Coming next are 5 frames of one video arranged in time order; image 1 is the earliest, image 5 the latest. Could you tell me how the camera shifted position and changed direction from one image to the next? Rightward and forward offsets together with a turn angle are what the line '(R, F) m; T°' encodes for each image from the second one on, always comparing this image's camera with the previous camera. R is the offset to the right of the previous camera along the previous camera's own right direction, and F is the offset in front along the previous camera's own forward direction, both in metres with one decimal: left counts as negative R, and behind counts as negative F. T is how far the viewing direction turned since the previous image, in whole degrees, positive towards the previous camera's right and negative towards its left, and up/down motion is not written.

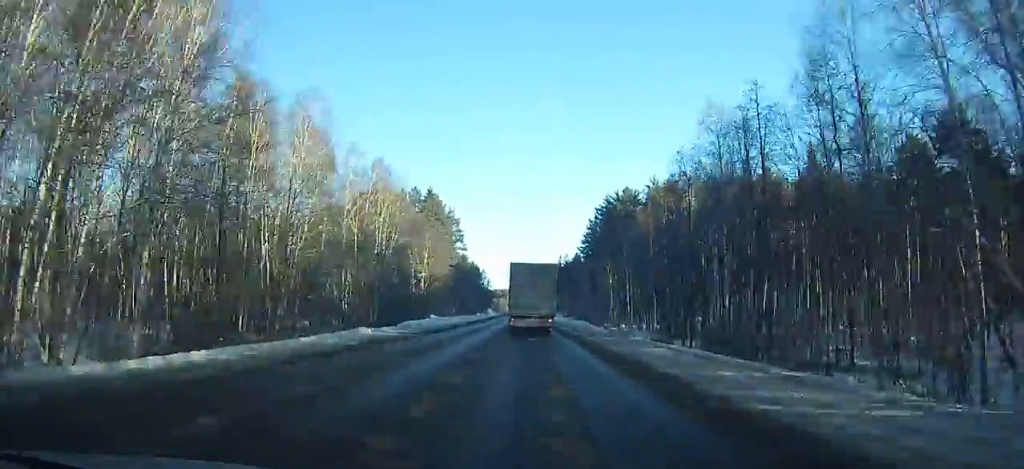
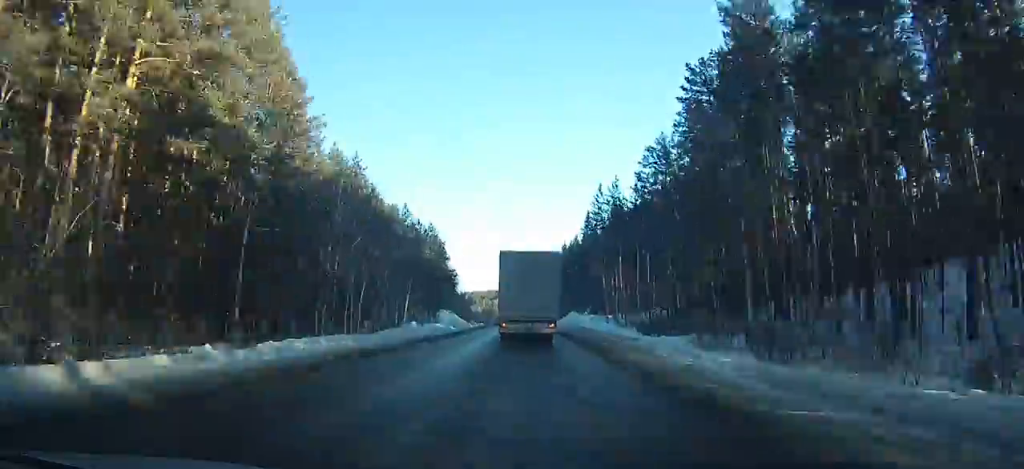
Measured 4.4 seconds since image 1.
(+0.2, +94.7) m; 0°
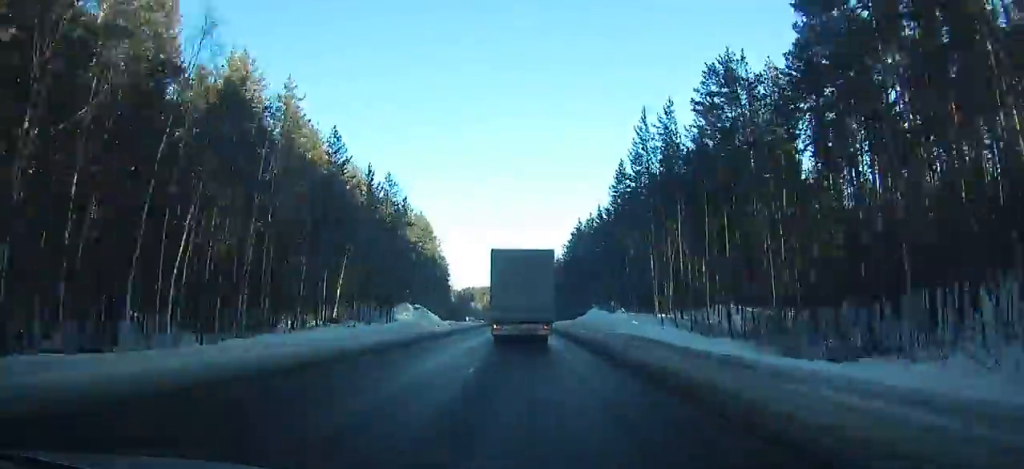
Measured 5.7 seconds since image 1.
(-0.2, +26.5) m; -1°
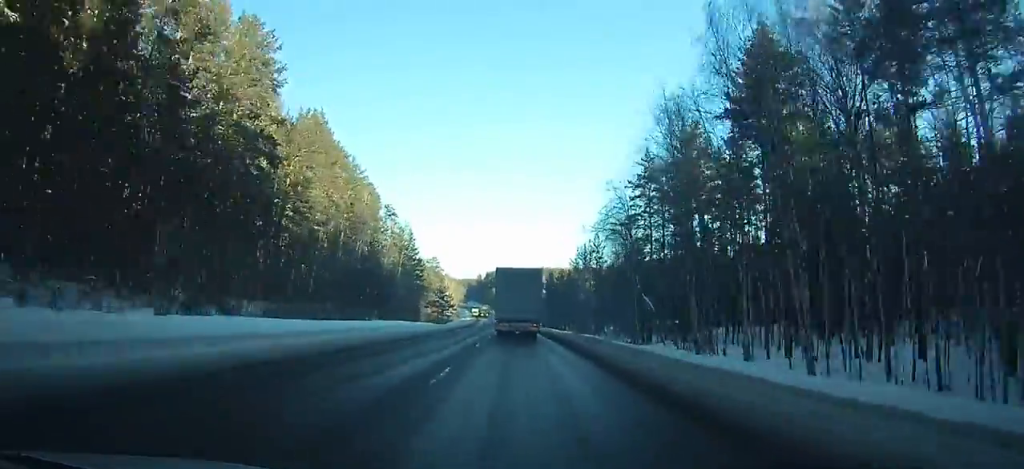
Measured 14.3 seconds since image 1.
(-6.4, +173.9) m; -4°
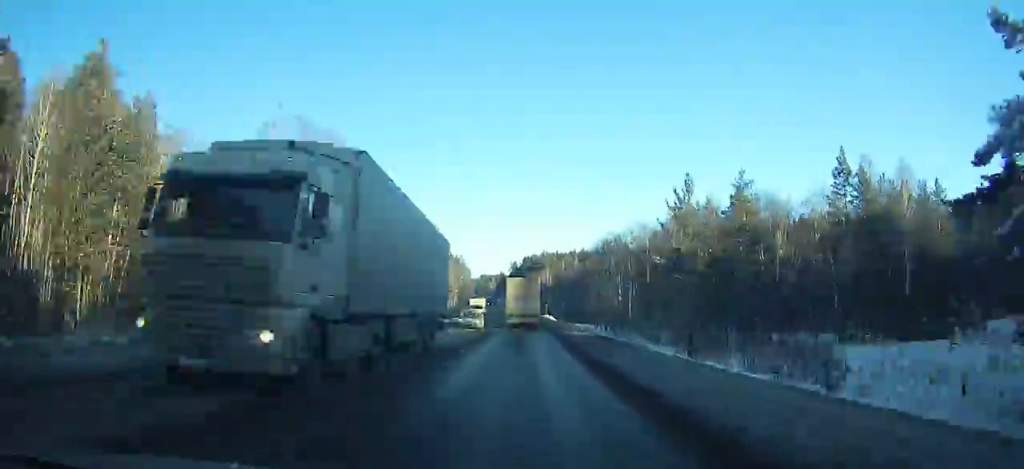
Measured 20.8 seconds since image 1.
(-4.0, +139.5) m; -3°
